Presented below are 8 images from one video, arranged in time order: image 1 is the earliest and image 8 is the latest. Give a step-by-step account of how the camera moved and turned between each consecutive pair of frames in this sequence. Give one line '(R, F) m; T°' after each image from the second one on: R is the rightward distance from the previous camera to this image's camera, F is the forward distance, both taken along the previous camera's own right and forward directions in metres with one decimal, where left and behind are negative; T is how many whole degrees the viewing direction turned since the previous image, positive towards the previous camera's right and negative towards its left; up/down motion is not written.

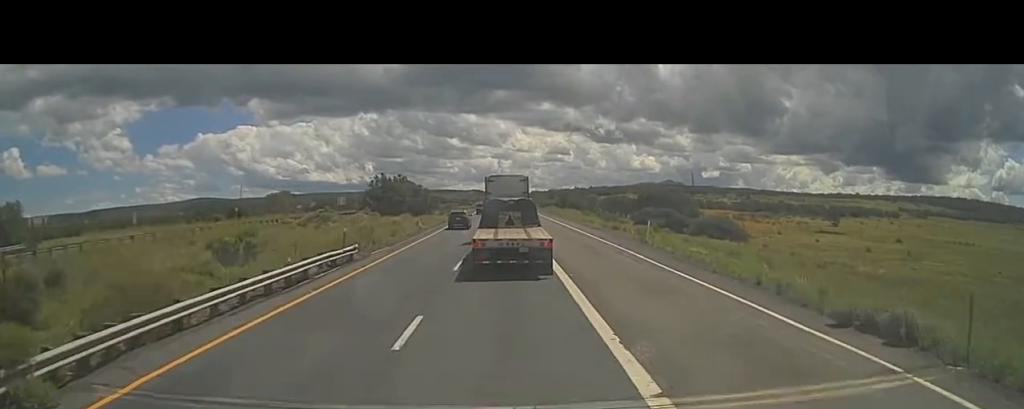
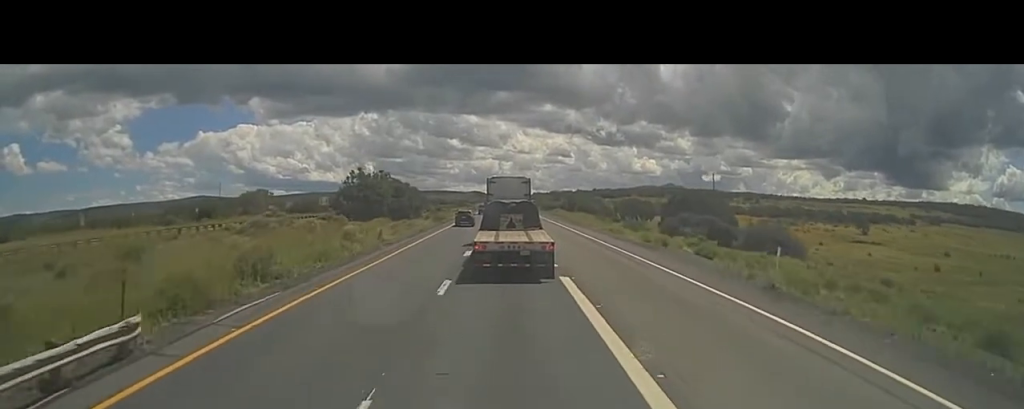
(-0.2, +17.6) m; 0°
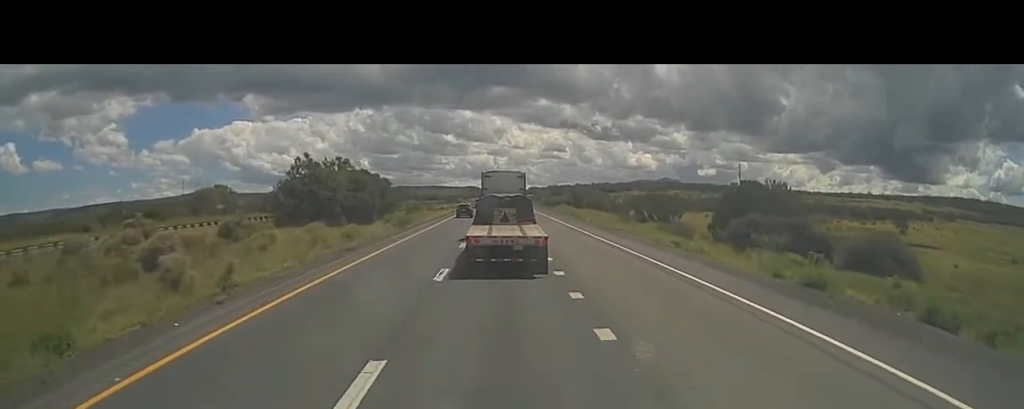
(+0.4, +22.6) m; +2°
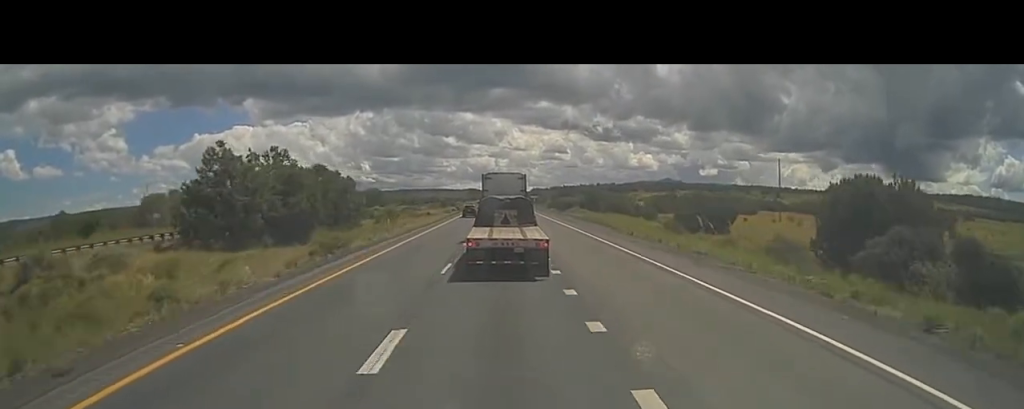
(+0.2, +21.9) m; -1°
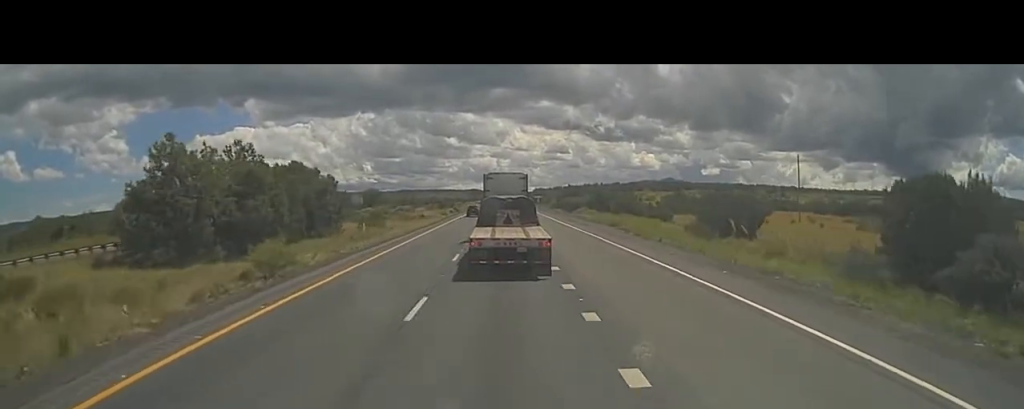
(-0.2, +8.1) m; -1°
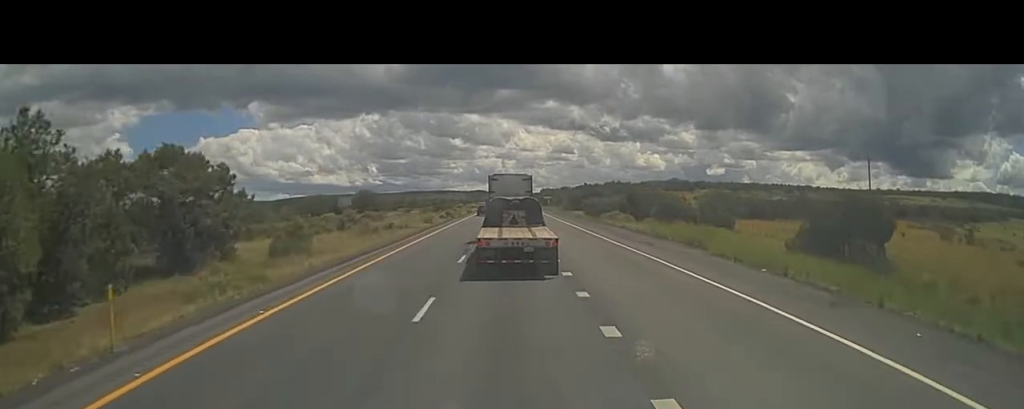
(-0.5, +24.0) m; 0°
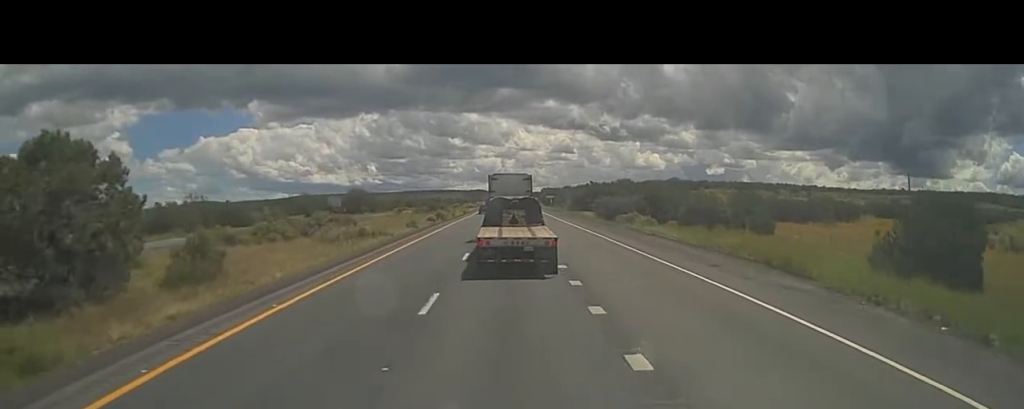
(+0.1, +11.6) m; +1°
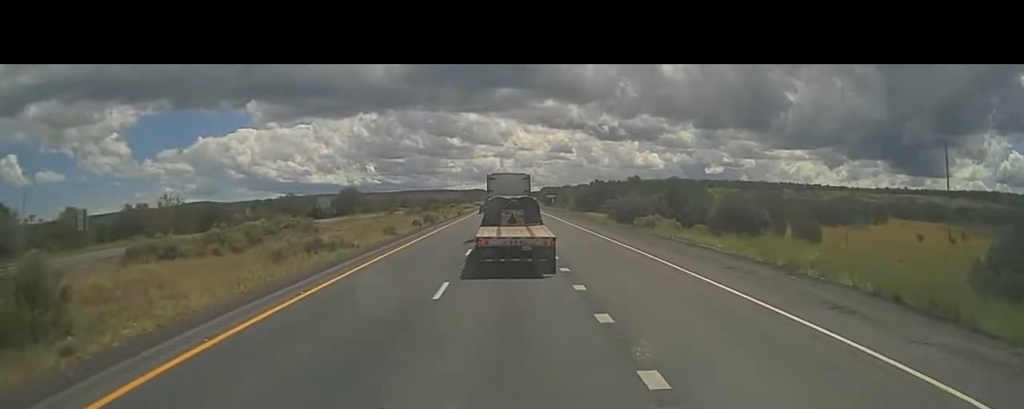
(+0.3, +9.7) m; 0°
